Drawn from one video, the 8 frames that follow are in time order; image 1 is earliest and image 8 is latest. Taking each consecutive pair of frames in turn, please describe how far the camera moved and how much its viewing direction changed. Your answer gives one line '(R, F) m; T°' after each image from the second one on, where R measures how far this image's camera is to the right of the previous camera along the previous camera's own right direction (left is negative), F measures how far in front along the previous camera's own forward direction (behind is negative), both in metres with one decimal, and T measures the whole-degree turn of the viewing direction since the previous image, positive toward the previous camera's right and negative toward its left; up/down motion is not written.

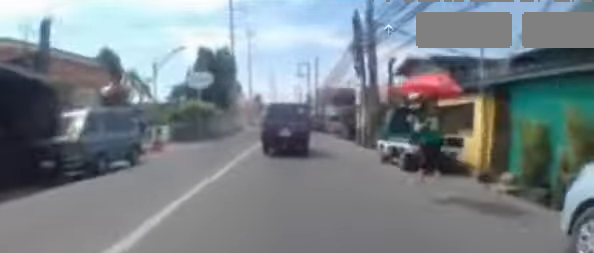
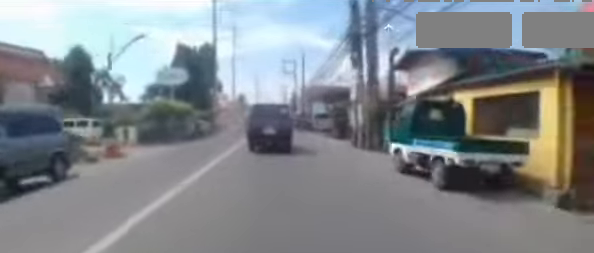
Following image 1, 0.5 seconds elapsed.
(-0.1, +2.7) m; -1°
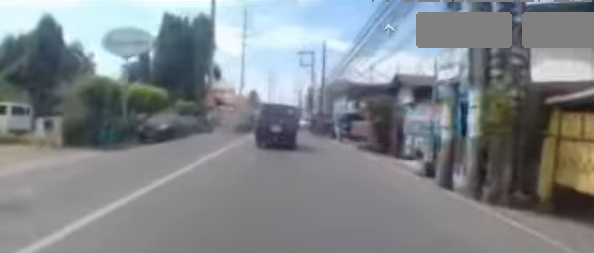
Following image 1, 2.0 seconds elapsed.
(0.0, +9.1) m; +1°
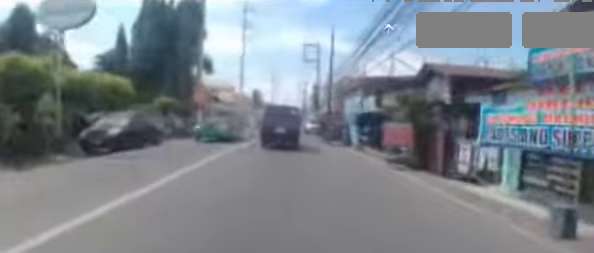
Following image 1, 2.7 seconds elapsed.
(+0.1, +4.8) m; +1°
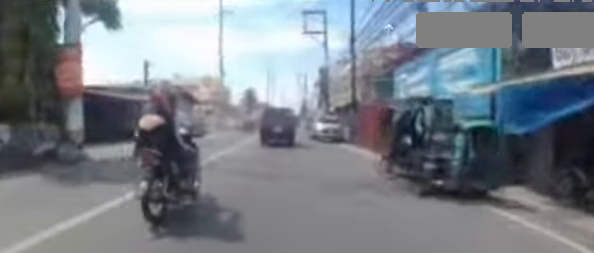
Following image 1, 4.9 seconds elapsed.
(+0.1, +14.6) m; +1°
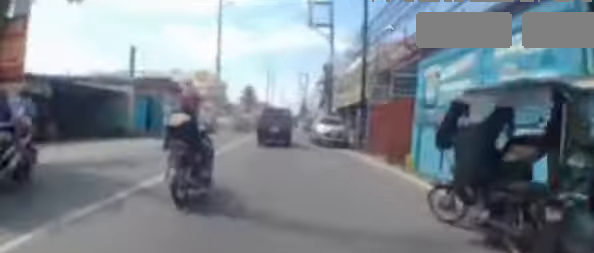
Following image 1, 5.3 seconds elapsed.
(0.0, +2.8) m; 0°
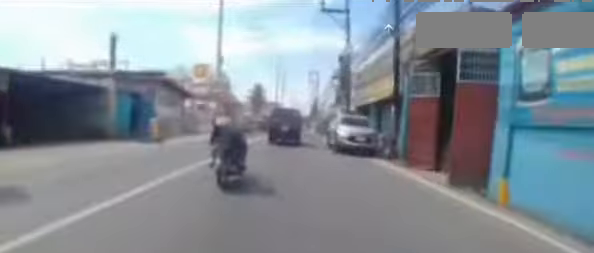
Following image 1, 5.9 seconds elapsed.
(0.0, +4.3) m; -2°
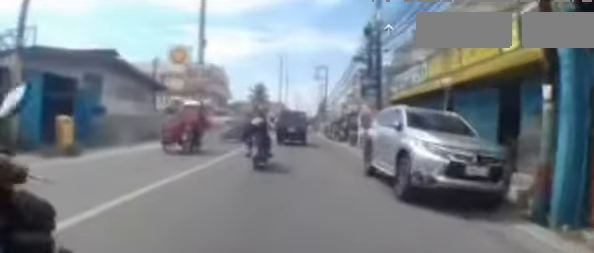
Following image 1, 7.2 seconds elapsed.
(-0.4, +8.3) m; -3°
